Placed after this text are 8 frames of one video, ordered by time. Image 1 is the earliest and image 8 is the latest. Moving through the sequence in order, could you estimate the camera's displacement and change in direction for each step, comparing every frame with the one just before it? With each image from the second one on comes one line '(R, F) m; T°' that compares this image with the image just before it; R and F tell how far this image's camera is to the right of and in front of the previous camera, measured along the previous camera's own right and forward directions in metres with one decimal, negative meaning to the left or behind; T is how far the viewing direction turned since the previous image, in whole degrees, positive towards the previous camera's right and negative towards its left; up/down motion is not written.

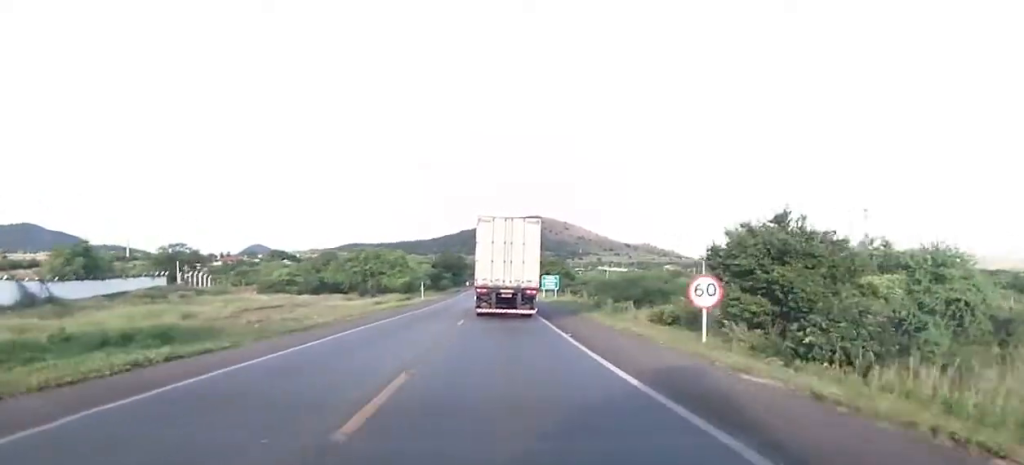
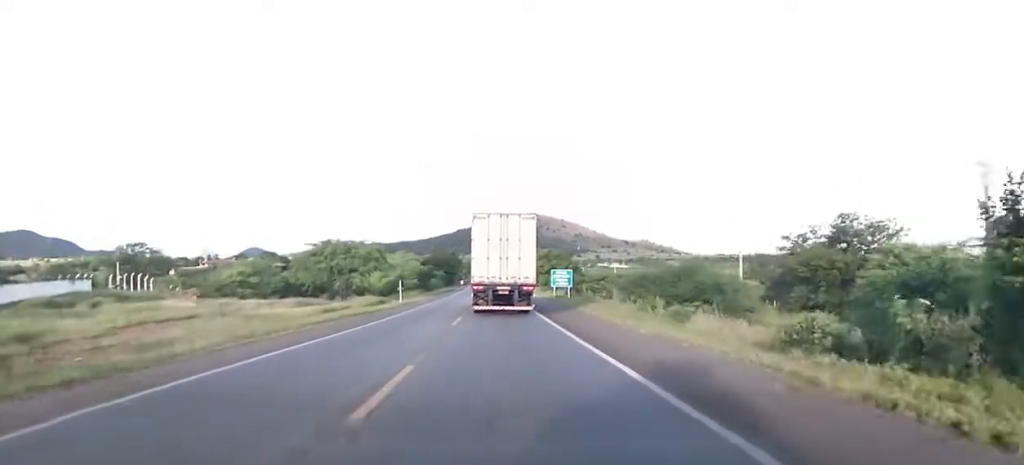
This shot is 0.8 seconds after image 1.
(+0.3, +16.9) m; 0°
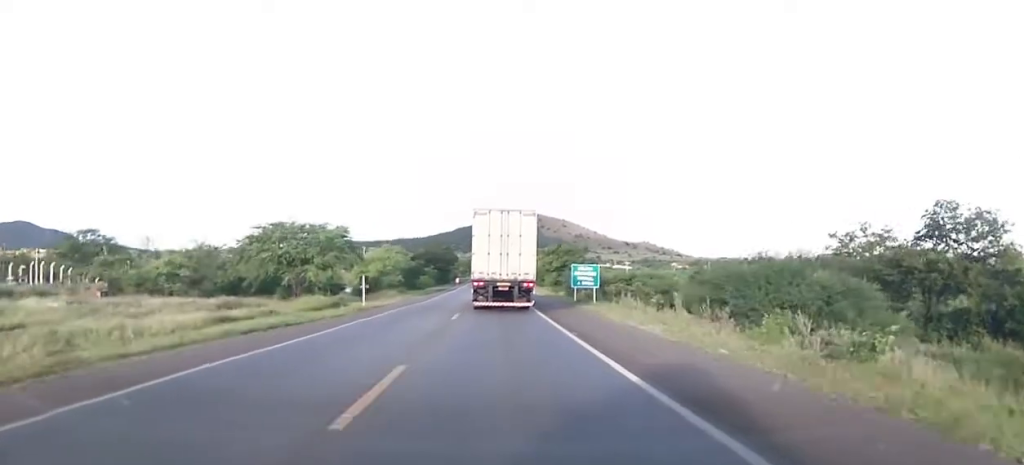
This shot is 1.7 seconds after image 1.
(-0.1, +17.5) m; 0°
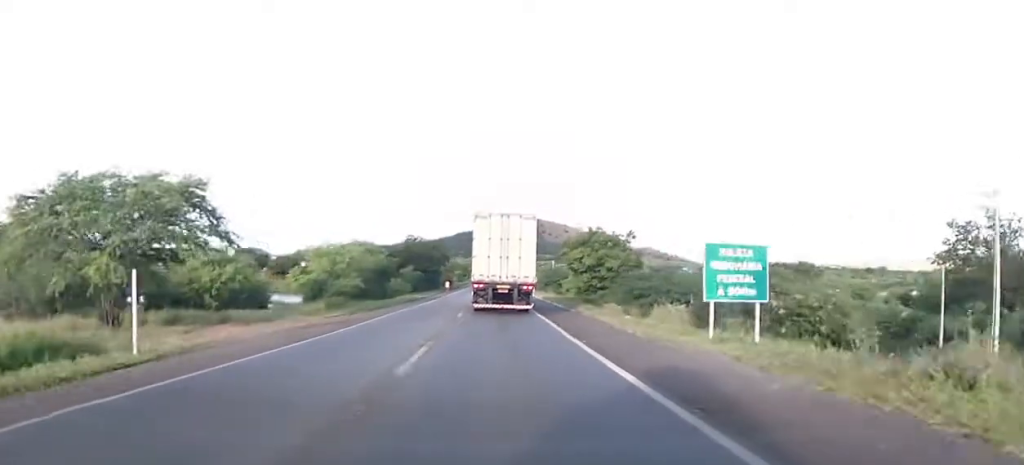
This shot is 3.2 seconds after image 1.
(+0.3, +30.3) m; 0°
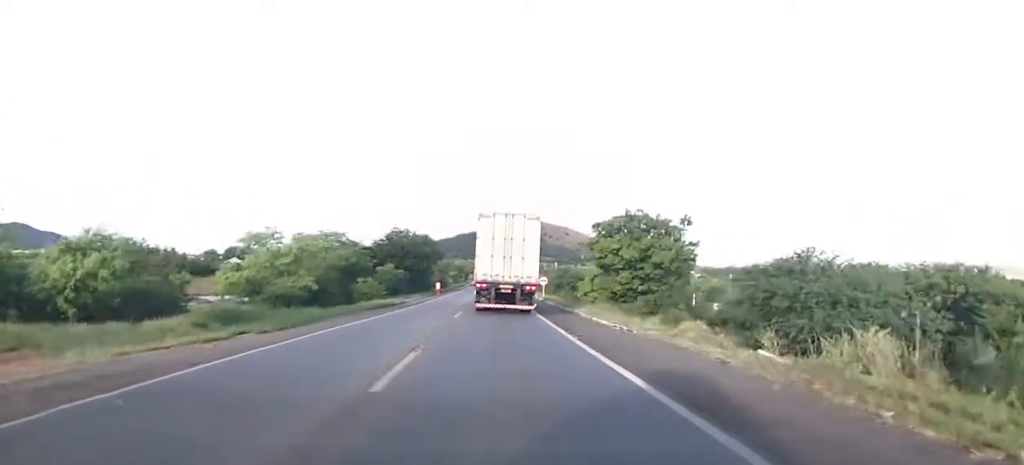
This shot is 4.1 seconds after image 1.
(-0.5, +17.6) m; 0°
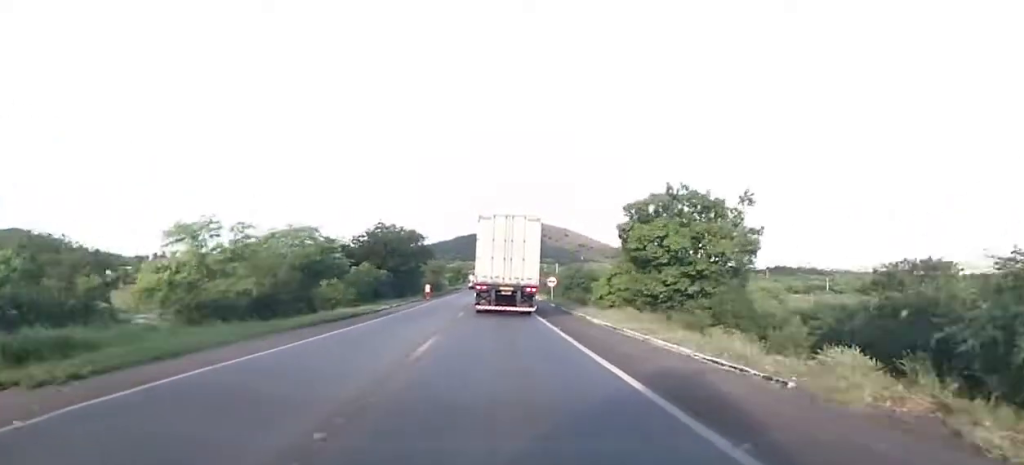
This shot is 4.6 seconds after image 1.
(+0.2, +11.6) m; 0°
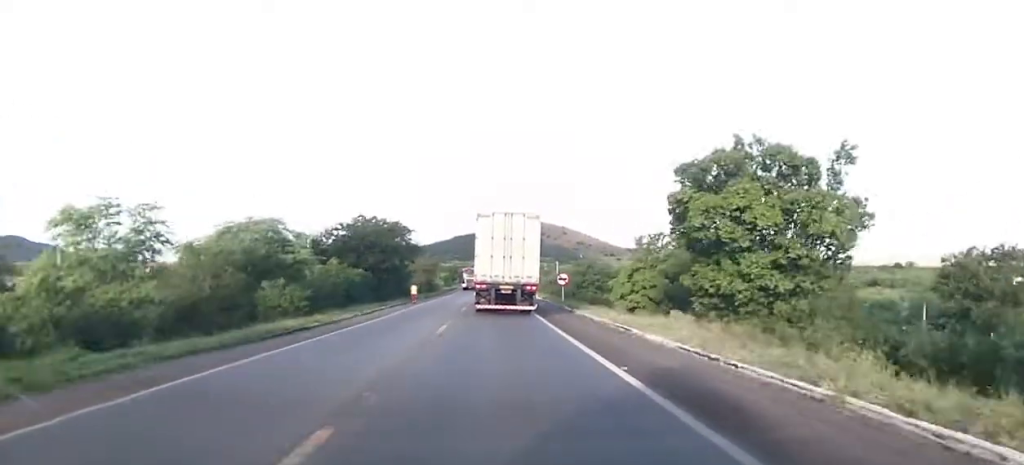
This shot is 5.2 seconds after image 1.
(+0.3, +10.9) m; 0°
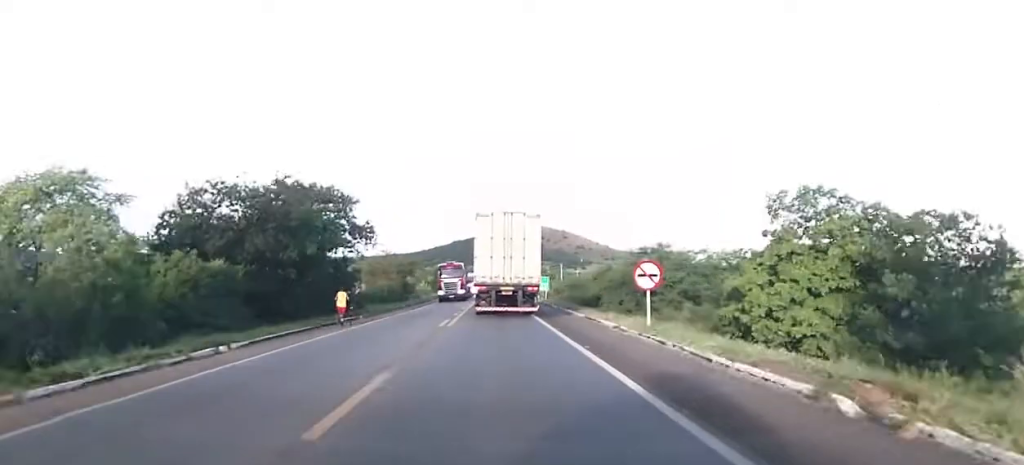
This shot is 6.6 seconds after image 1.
(-0.3, +28.7) m; +1°
